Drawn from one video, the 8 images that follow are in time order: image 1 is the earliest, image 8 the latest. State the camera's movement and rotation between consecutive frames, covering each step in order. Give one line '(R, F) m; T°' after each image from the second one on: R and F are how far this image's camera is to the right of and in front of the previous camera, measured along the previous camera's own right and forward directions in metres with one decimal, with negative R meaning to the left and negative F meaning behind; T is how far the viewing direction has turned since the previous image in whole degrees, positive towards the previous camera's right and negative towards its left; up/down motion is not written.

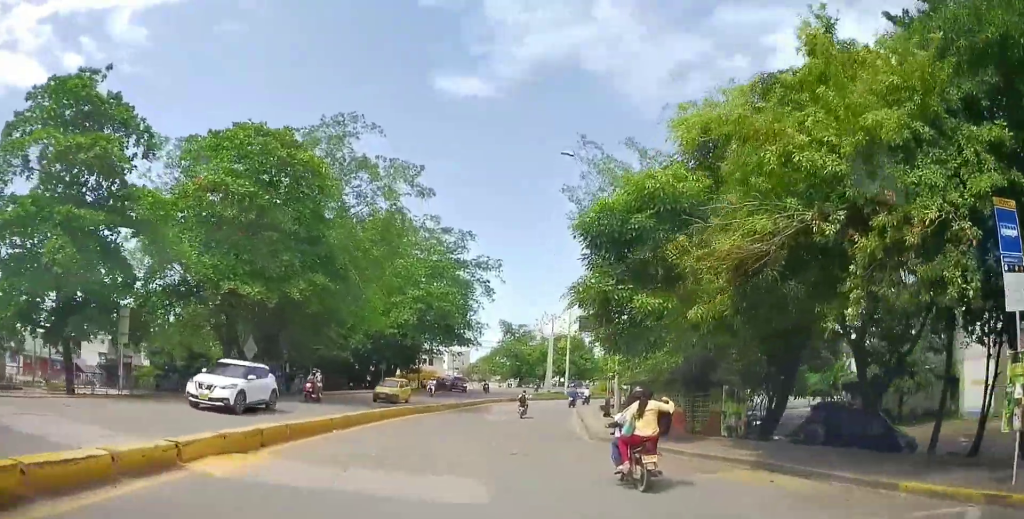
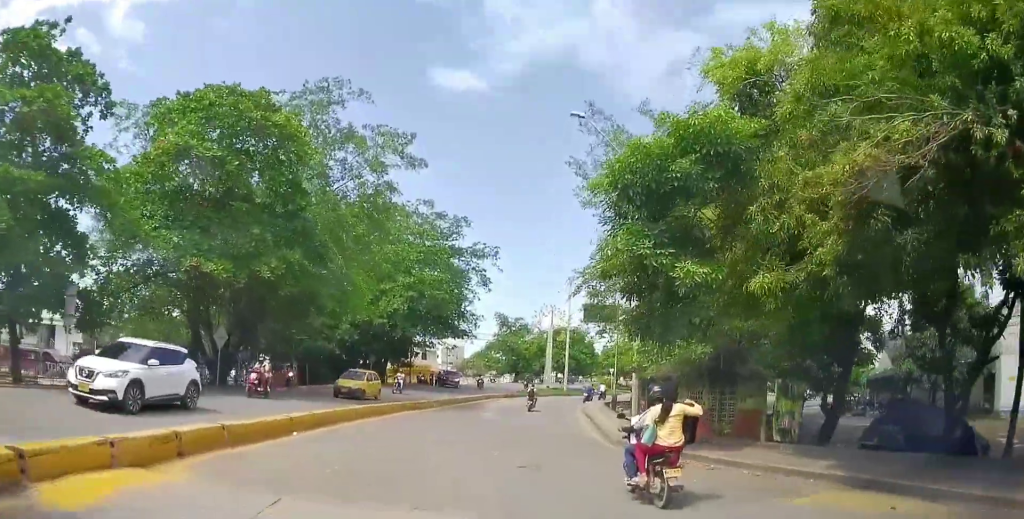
(-0.2, +3.8) m; -1°
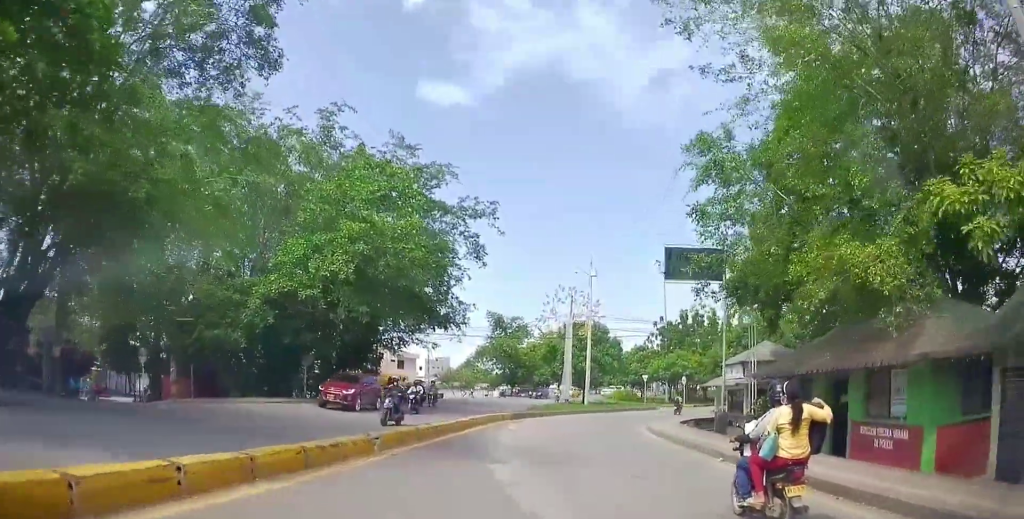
(+1.3, +20.9) m; +7°
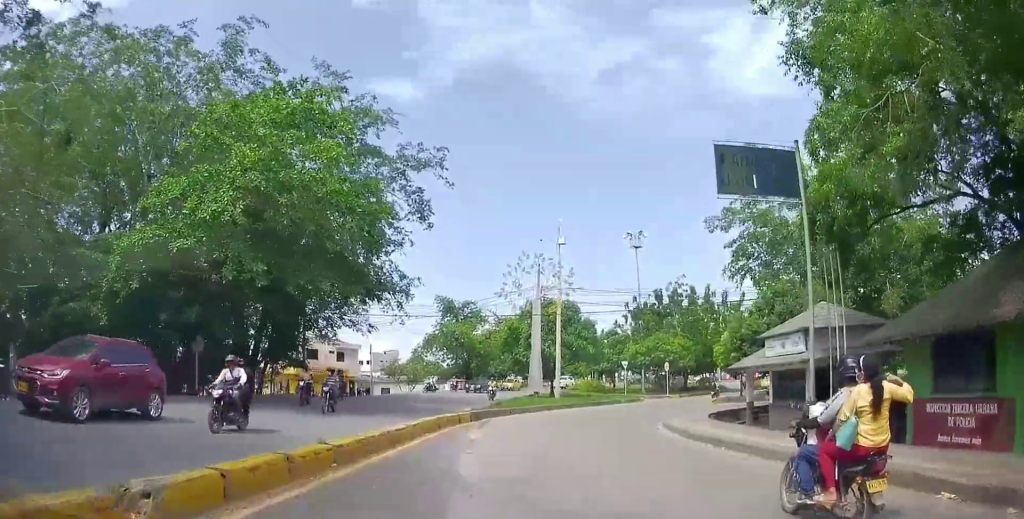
(-0.1, +8.1) m; +2°
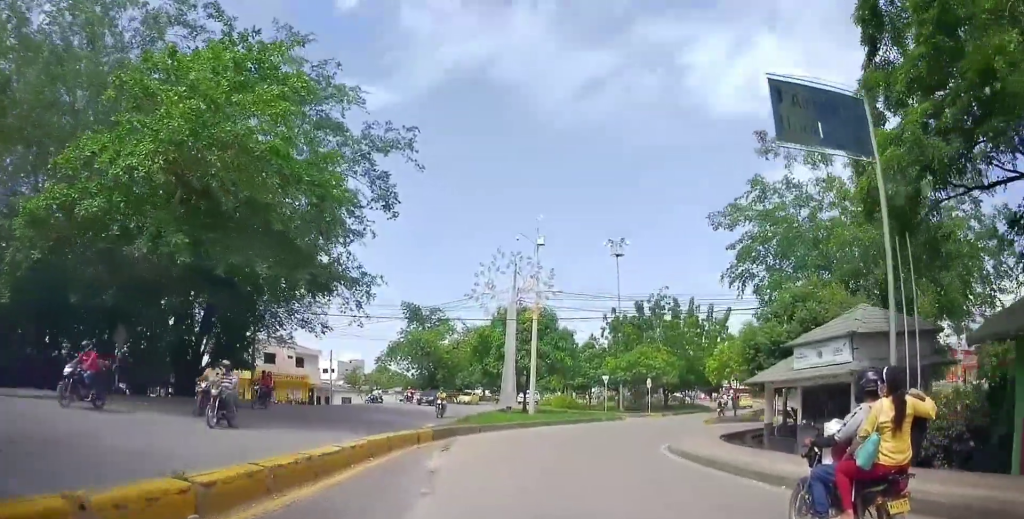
(-0.1, +3.8) m; +2°
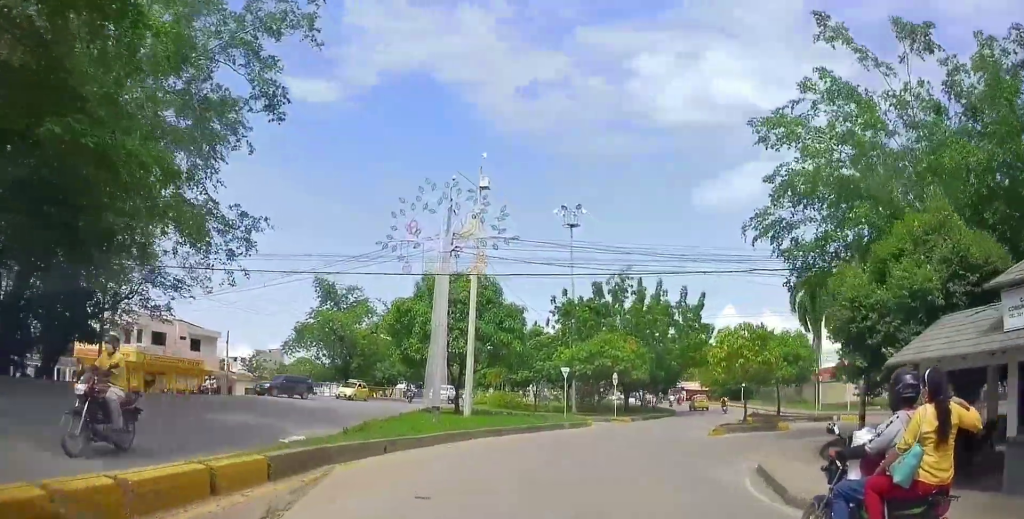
(+0.6, +9.9) m; +5°
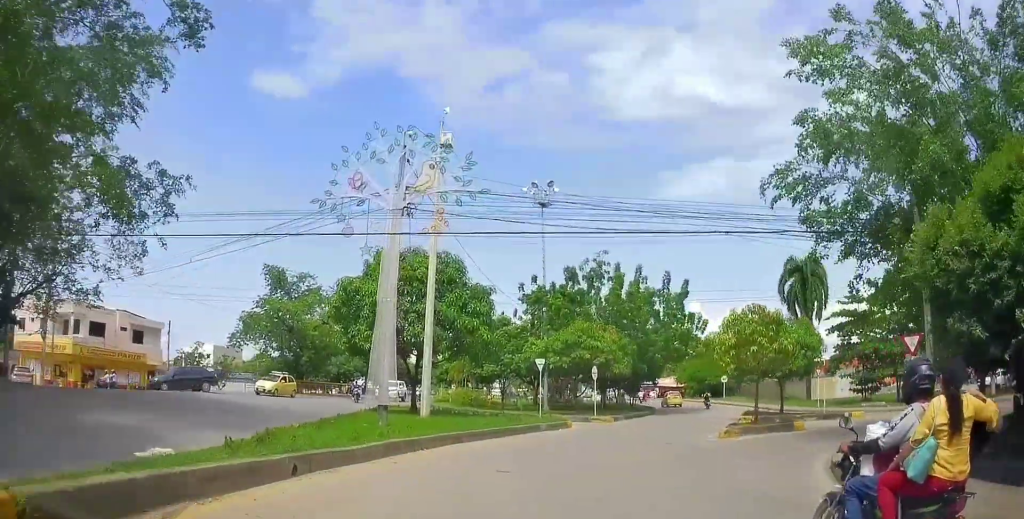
(-0.4, +4.9) m; +4°
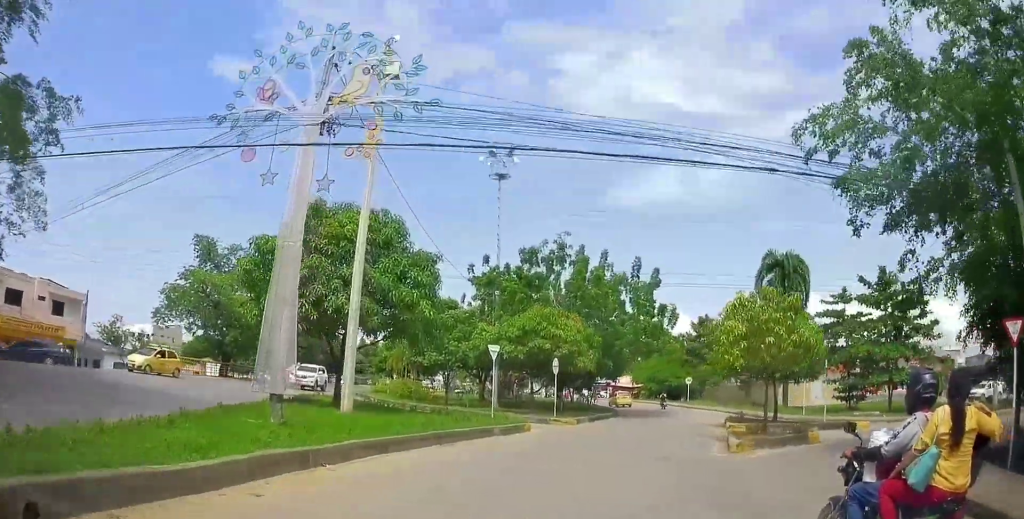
(+0.7, +5.3) m; +8°
